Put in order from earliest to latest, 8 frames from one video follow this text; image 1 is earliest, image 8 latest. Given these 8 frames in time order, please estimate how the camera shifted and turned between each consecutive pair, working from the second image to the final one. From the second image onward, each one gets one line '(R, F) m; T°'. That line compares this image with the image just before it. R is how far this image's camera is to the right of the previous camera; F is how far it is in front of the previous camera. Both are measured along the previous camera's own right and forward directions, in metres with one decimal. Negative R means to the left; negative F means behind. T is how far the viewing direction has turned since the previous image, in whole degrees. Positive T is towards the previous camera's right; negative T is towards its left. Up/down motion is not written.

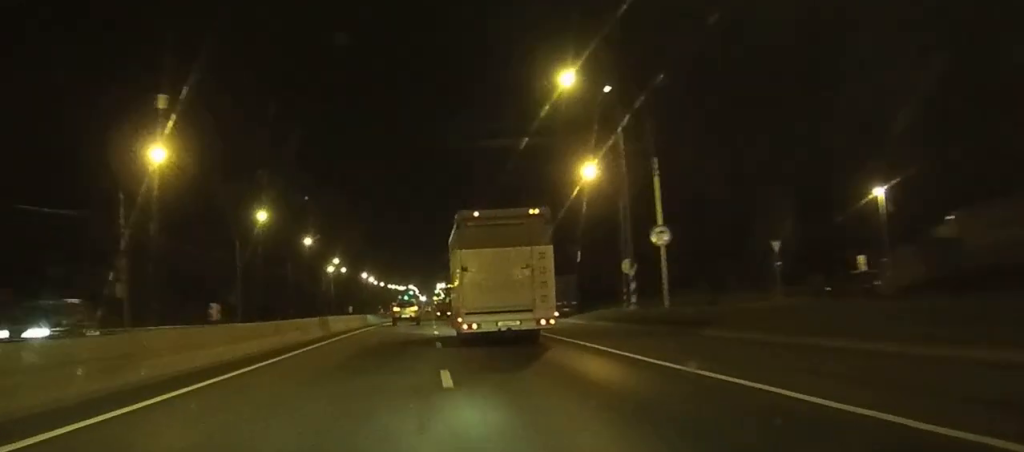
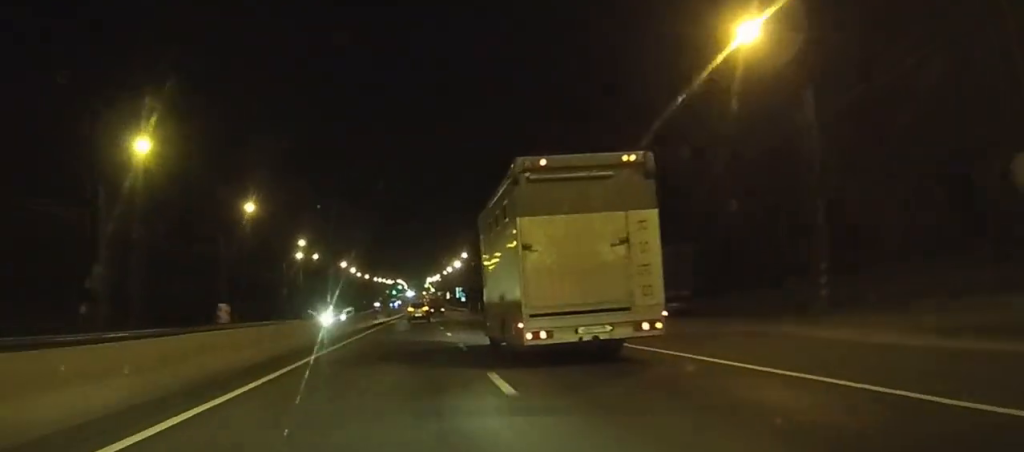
(0.0, +36.5) m; 0°
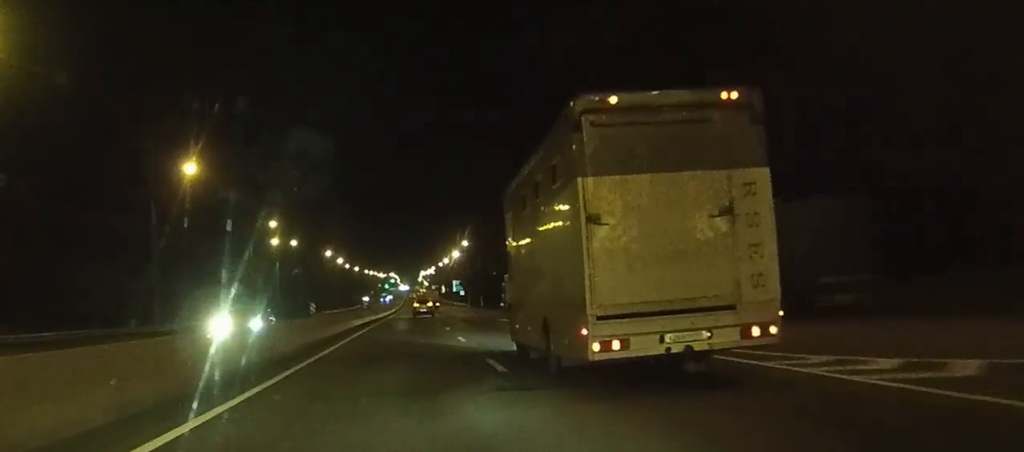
(0.0, +19.4) m; 0°
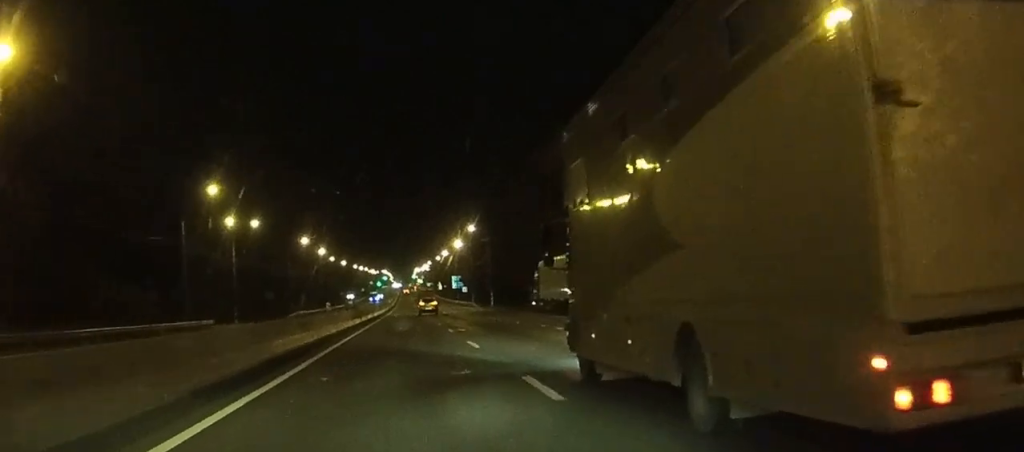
(+0.1, +28.4) m; +1°
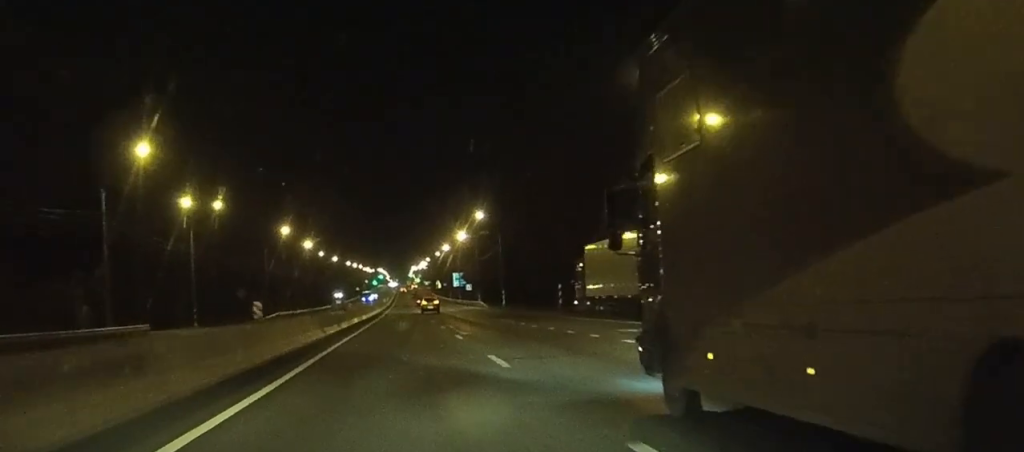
(+0.1, +18.4) m; +1°
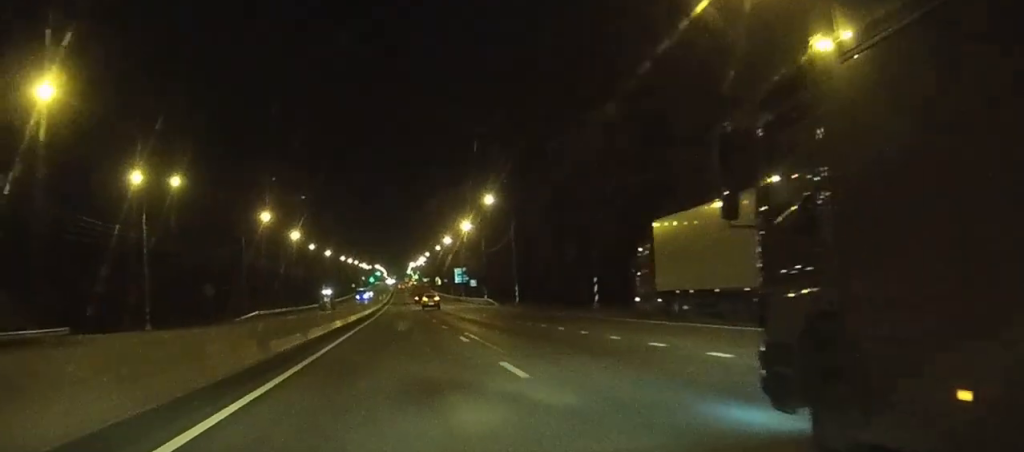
(+0.1, +14.5) m; 0°
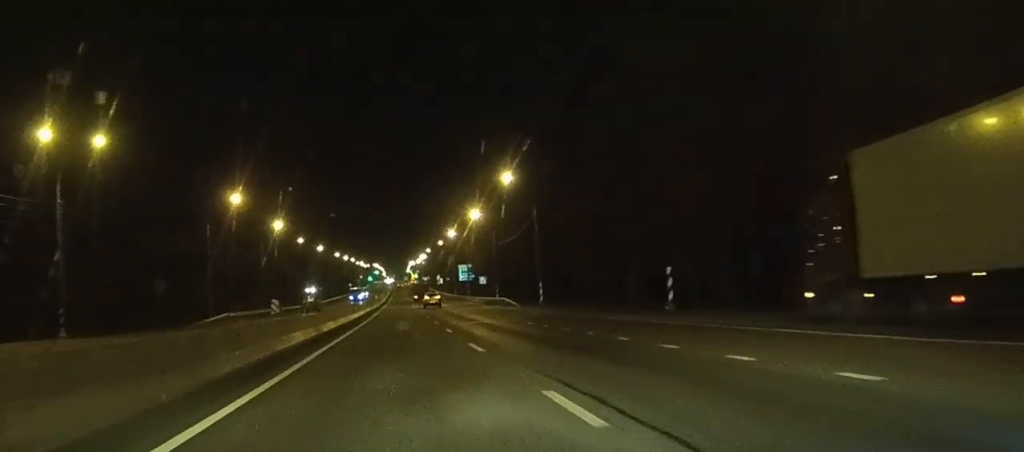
(0.0, +17.0) m; 0°
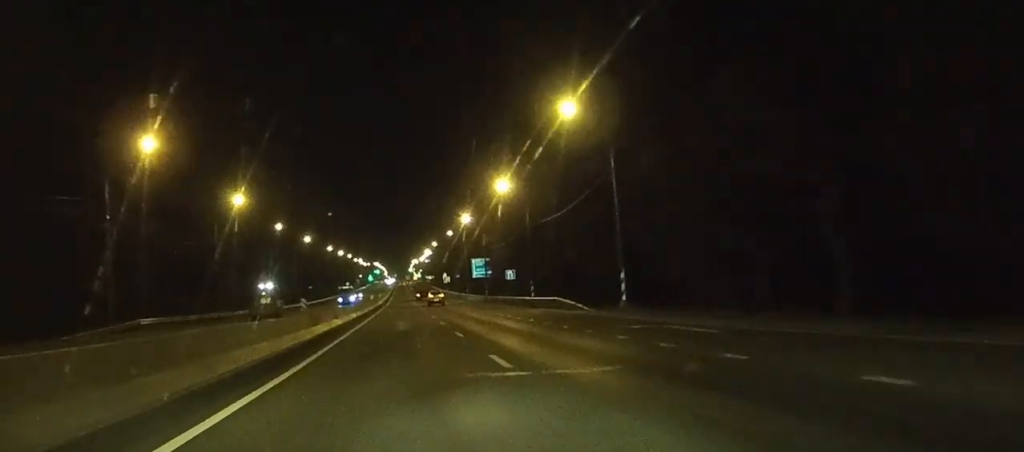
(0.0, +28.4) m; 0°
